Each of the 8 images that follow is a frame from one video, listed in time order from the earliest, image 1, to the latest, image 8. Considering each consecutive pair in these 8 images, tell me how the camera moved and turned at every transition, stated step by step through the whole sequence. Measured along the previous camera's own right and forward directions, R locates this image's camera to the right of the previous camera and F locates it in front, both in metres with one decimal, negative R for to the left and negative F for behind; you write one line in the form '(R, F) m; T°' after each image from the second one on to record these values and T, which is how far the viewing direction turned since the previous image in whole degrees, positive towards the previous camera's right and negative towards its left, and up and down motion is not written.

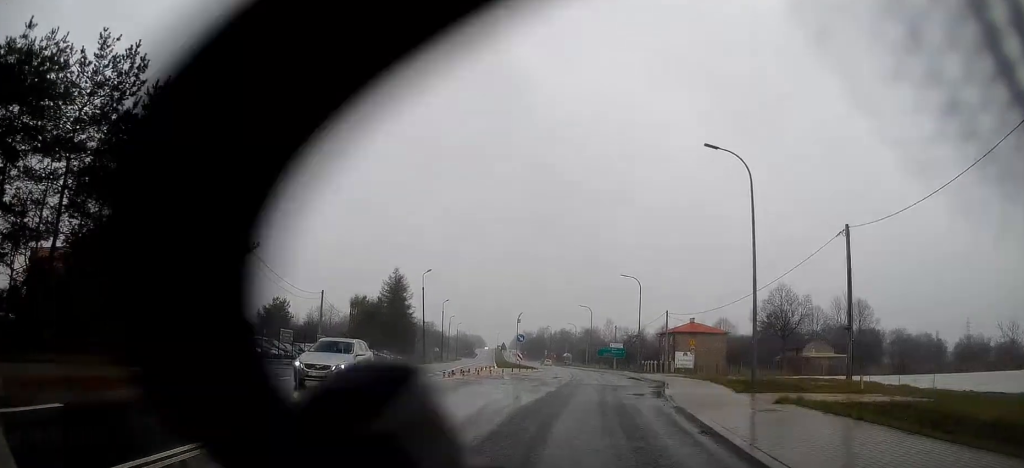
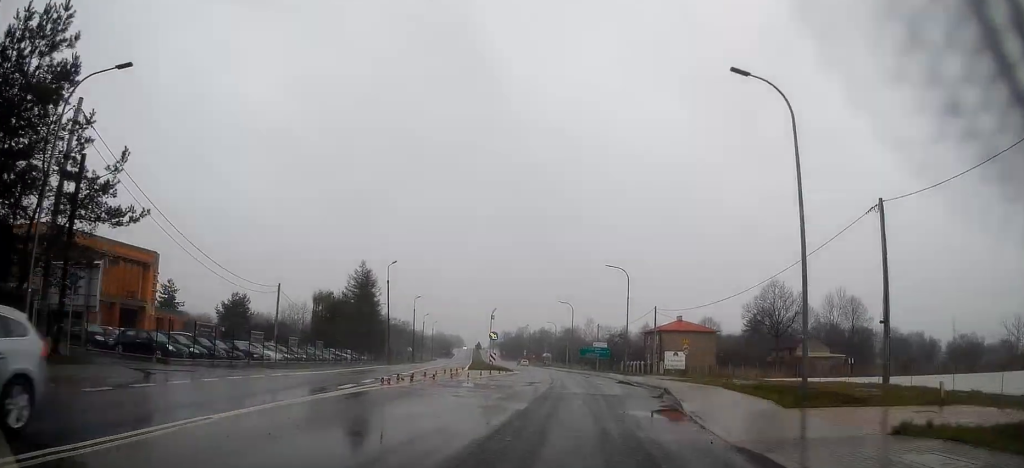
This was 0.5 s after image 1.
(+0.1, +7.0) m; +1°
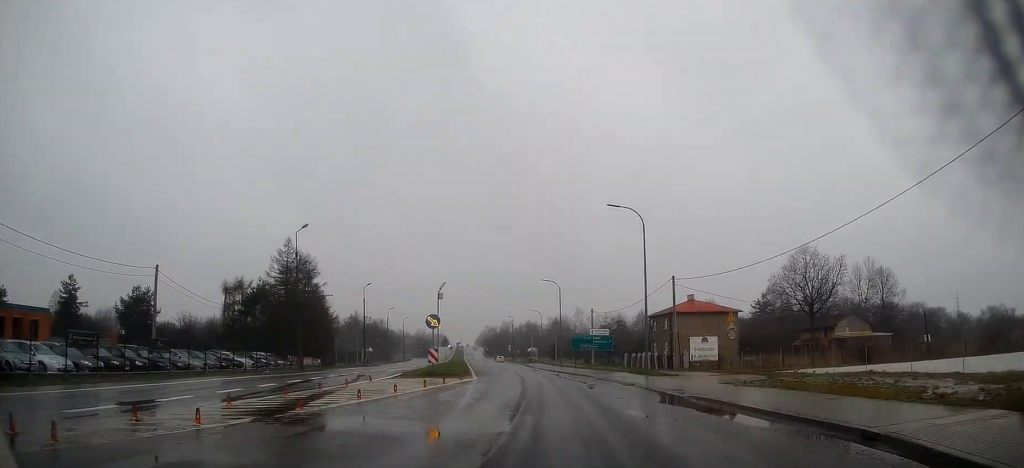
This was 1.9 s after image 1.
(+0.9, +21.2) m; +4°
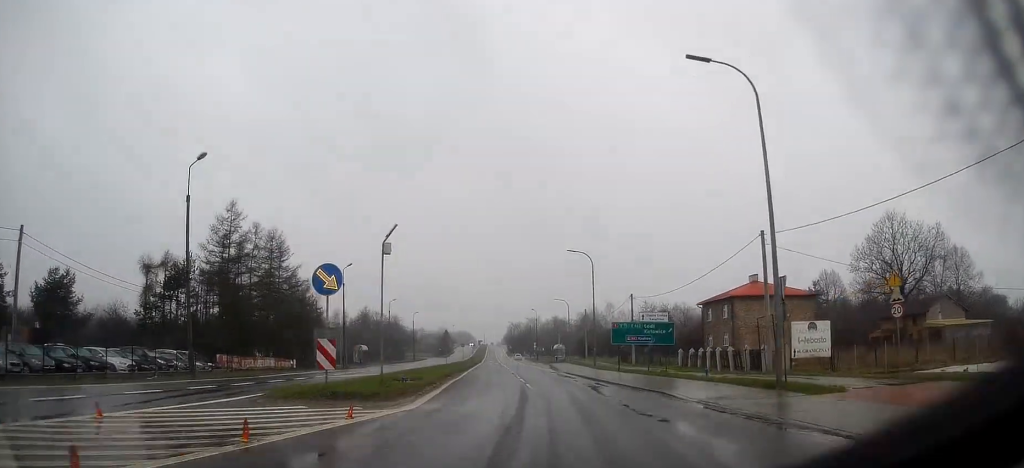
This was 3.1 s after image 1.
(+0.2, +18.8) m; -1°
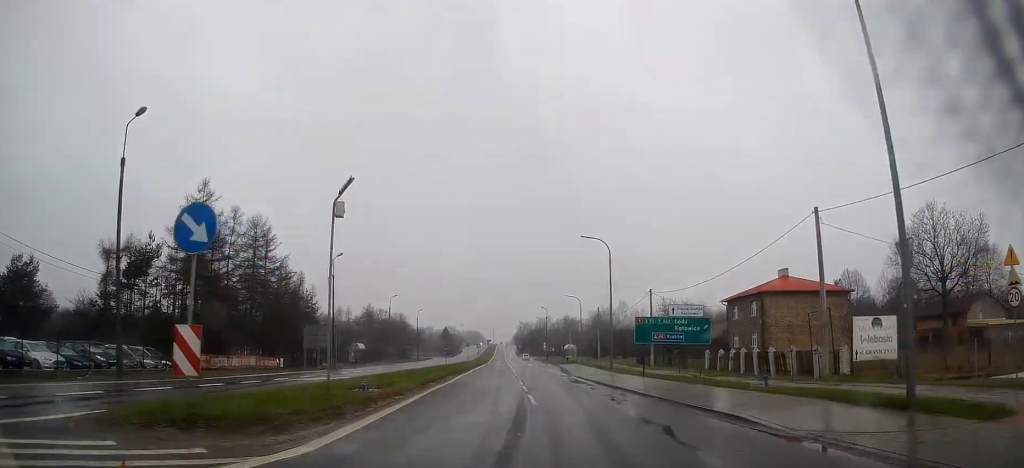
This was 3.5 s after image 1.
(-0.2, +6.7) m; -1°
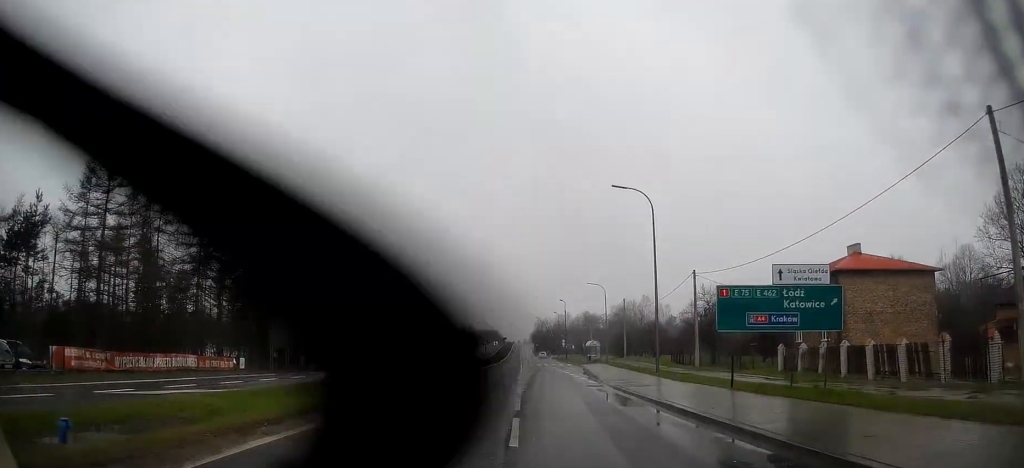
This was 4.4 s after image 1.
(-0.3, +12.9) m; -2°
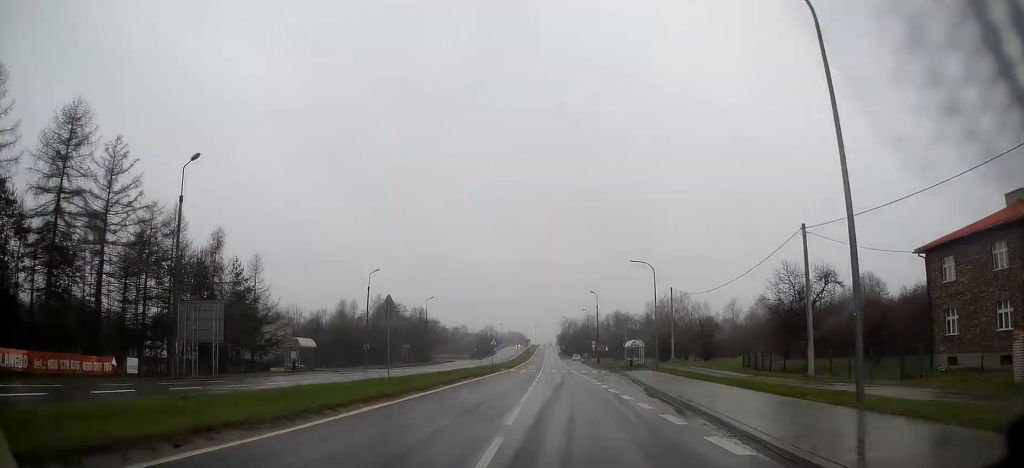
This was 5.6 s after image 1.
(-0.3, +20.1) m; -2°
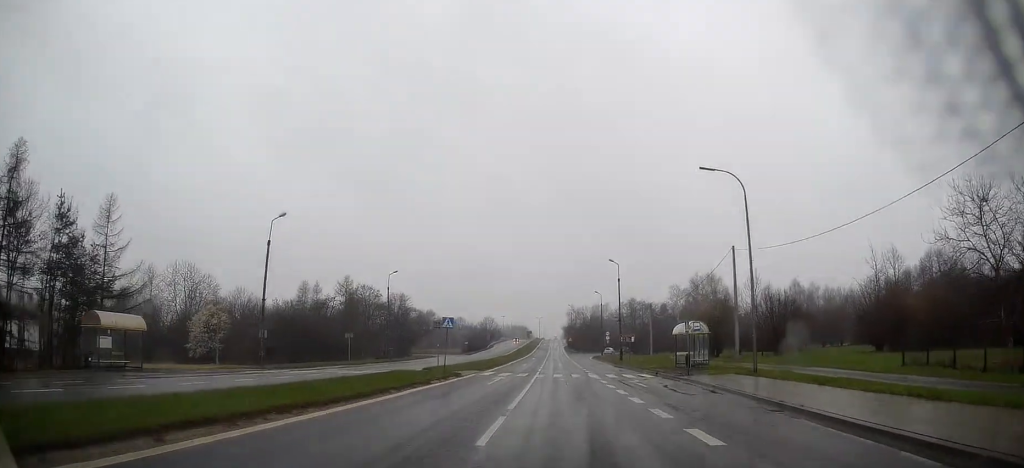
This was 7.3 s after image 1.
(-0.8, +26.6) m; -2°
